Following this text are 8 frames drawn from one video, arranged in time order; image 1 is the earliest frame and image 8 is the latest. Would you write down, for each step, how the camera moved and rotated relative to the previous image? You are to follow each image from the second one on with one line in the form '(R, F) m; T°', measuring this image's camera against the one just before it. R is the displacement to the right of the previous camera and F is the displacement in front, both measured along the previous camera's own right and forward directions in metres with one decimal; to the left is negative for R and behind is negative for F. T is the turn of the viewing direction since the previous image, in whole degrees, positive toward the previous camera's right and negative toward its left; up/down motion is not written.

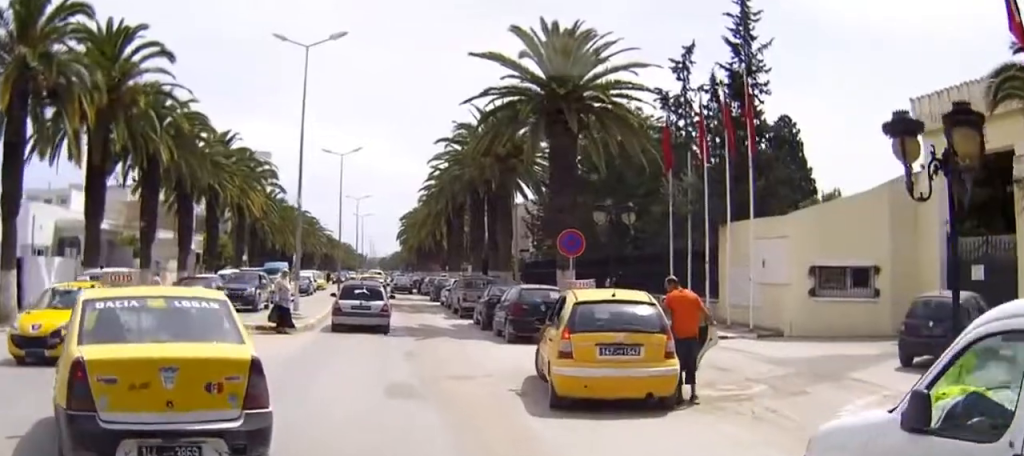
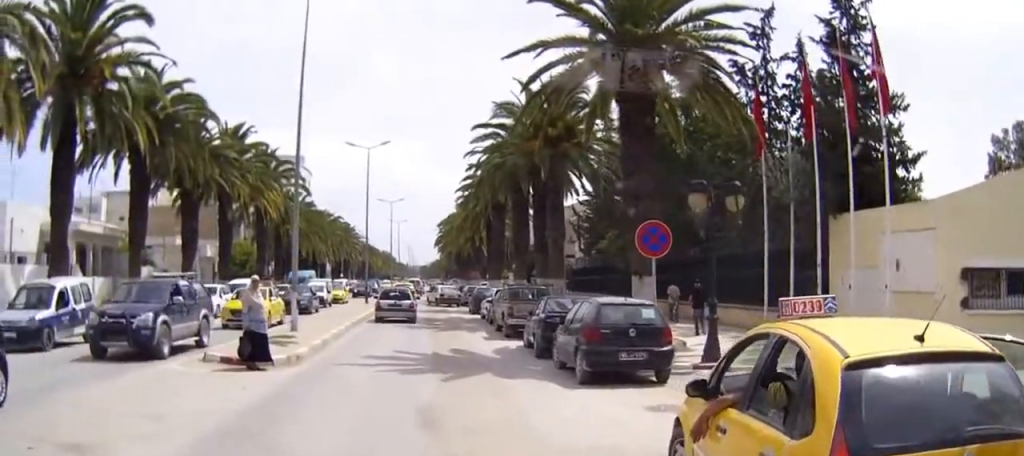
(-0.5, +6.0) m; -12°
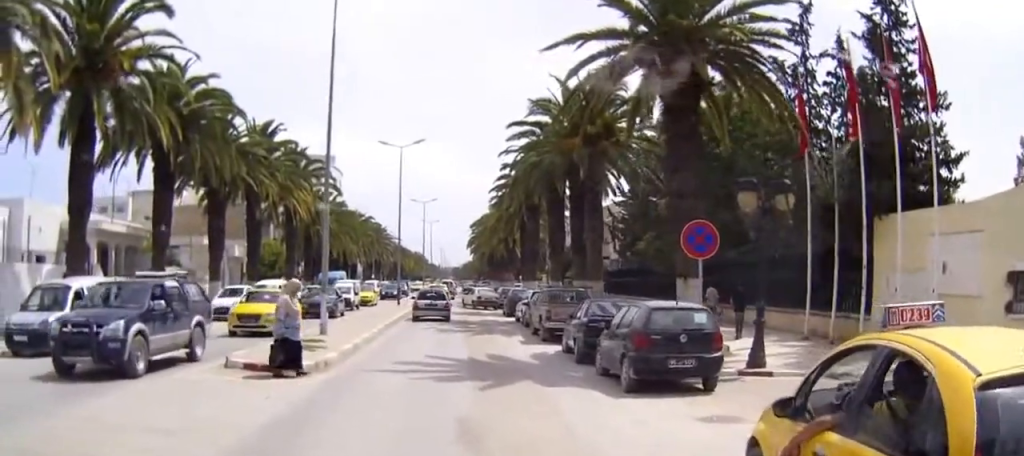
(0.0, +0.9) m; -1°
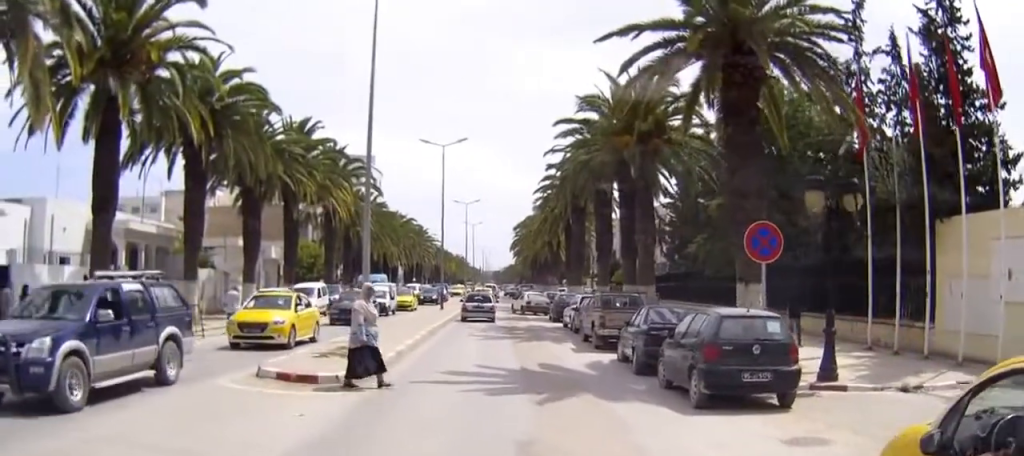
(0.0, +1.1) m; +2°
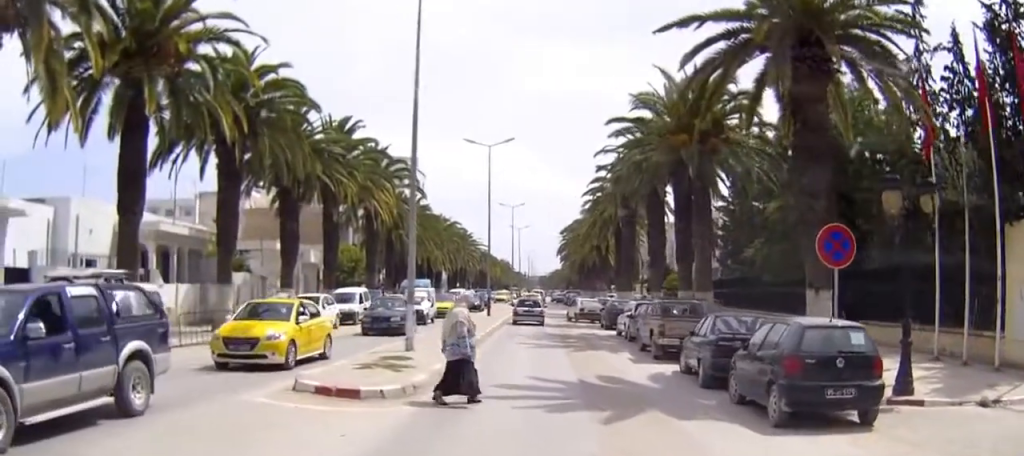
(0.0, +1.2) m; +2°
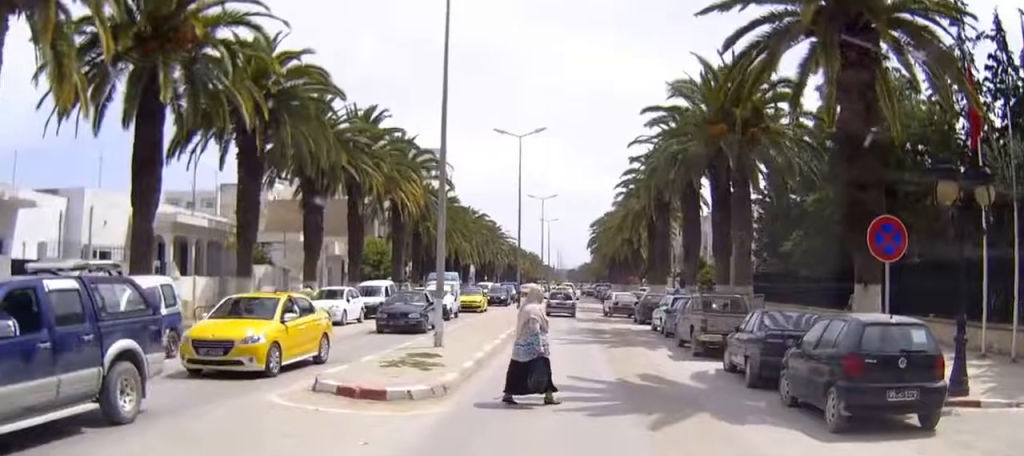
(0.0, +0.9) m; +1°
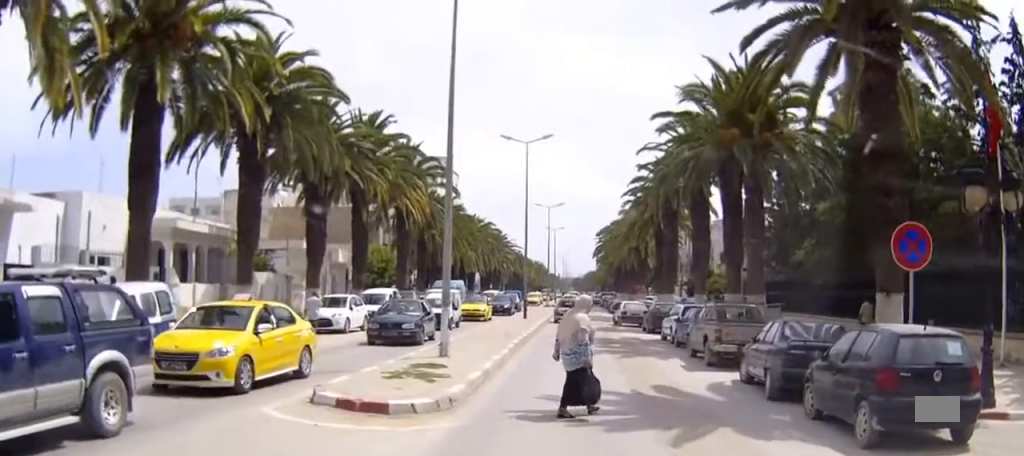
(0.0, +0.9) m; 0°
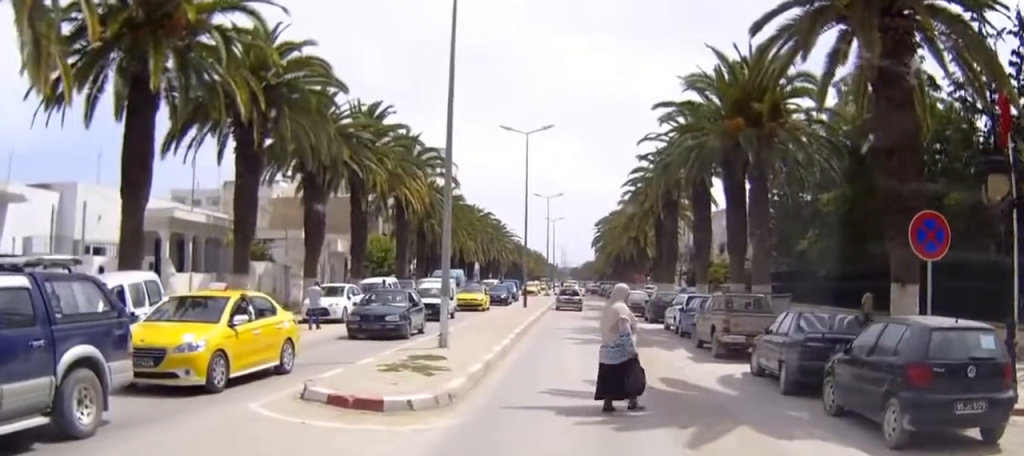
(0.0, +1.0) m; 0°
